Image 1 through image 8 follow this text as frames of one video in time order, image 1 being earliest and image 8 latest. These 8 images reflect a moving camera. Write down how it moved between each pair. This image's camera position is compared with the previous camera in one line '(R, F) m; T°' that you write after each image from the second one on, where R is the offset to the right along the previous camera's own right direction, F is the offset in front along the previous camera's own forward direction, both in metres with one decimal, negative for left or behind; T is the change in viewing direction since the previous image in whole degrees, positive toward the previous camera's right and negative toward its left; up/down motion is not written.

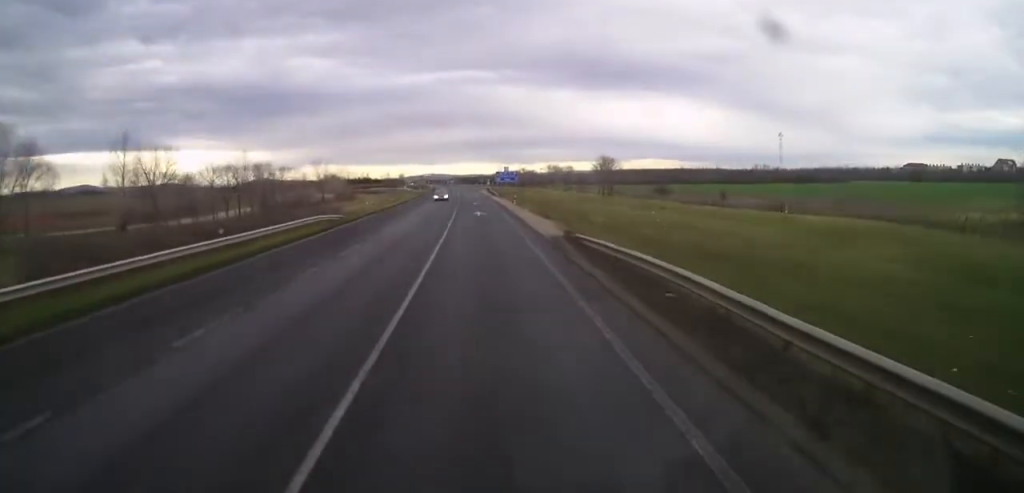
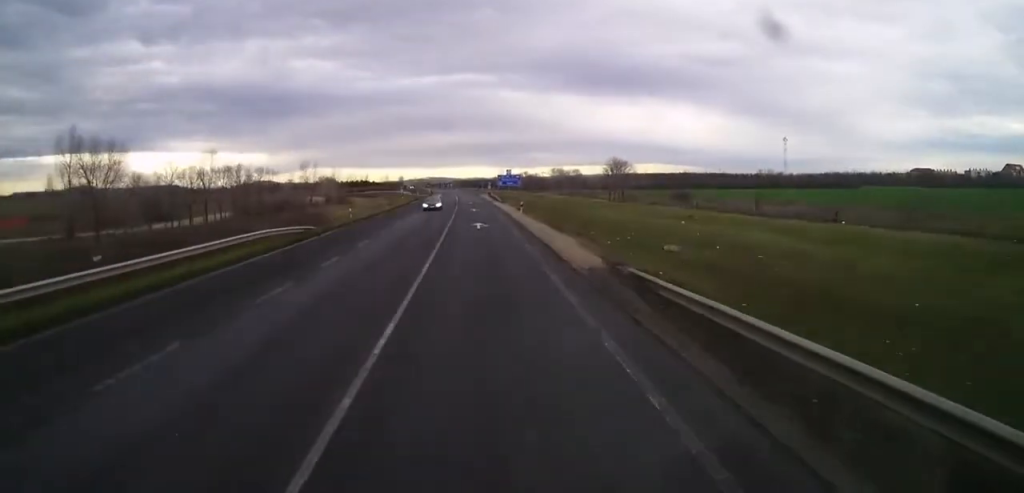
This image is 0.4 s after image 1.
(-0.1, +9.7) m; +1°
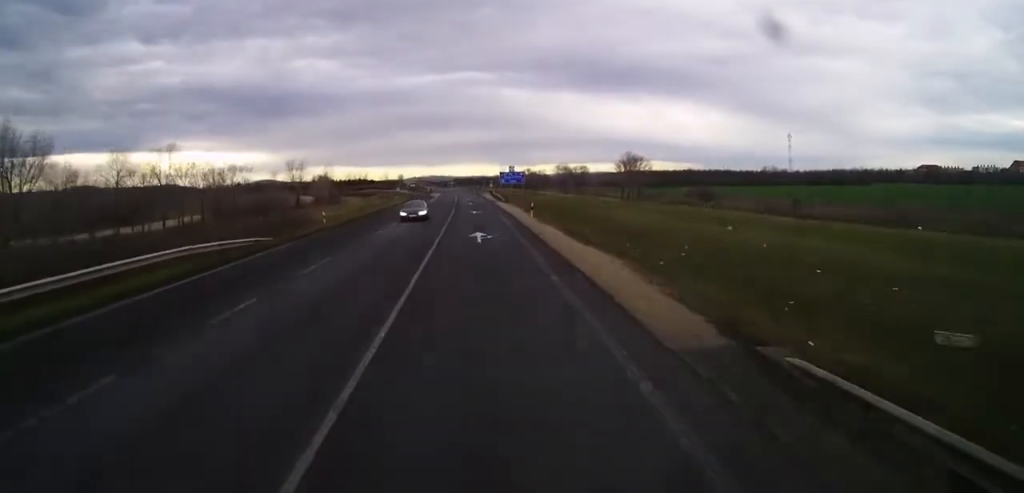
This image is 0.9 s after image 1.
(-0.3, +9.7) m; +1°
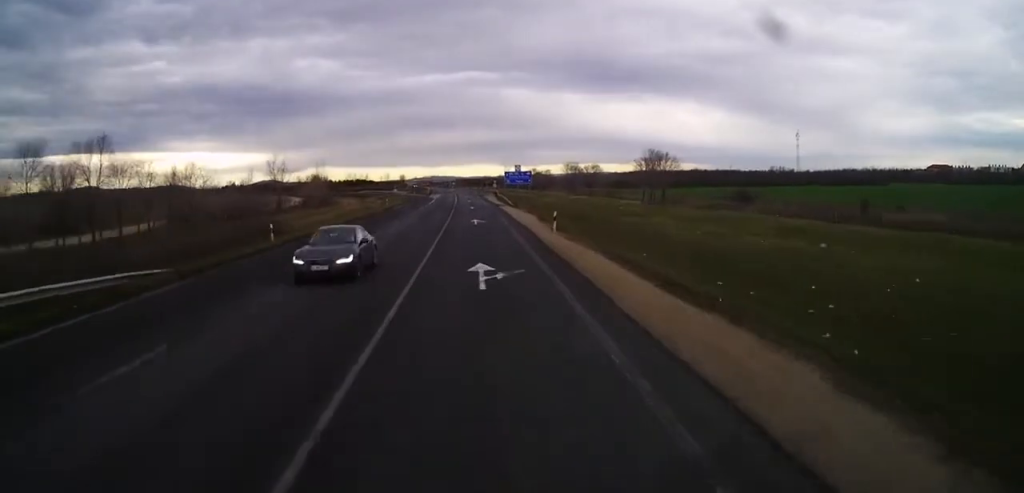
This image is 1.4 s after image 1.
(+0.4, +11.7) m; -1°
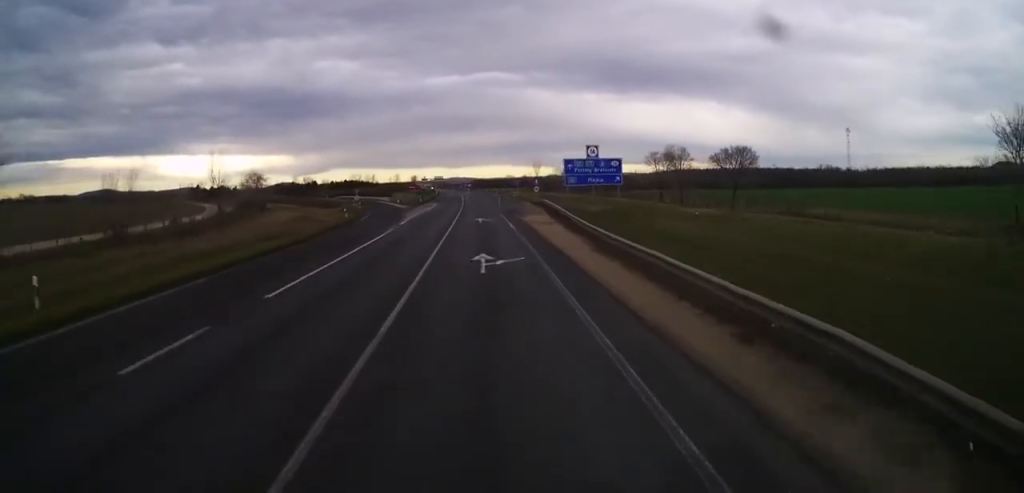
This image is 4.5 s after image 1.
(-5.4, +68.2) m; -4°
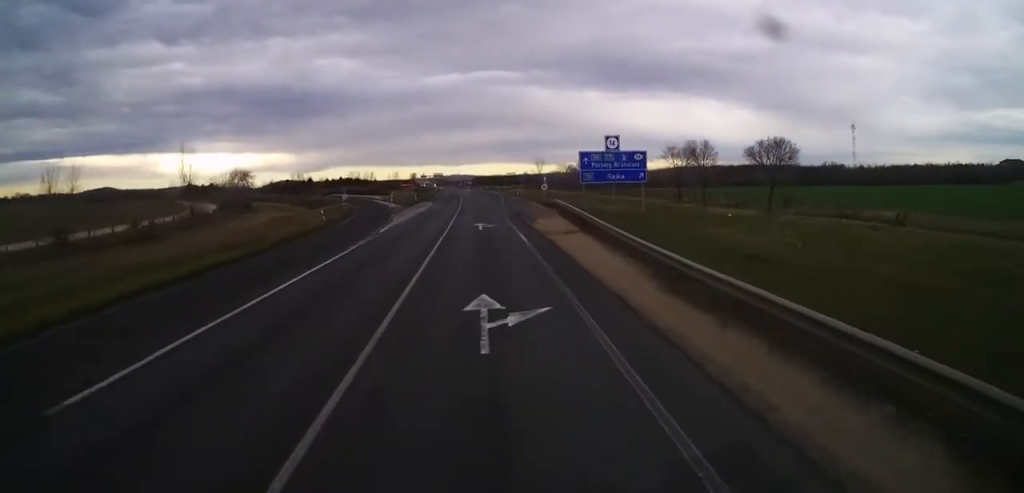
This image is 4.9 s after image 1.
(+0.2, +8.9) m; 0°
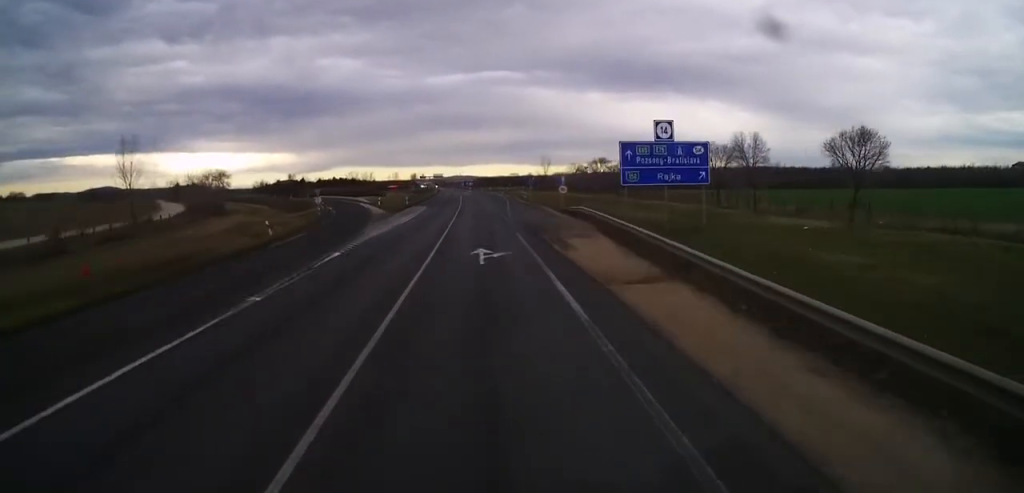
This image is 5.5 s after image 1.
(-0.3, +14.1) m; -1°
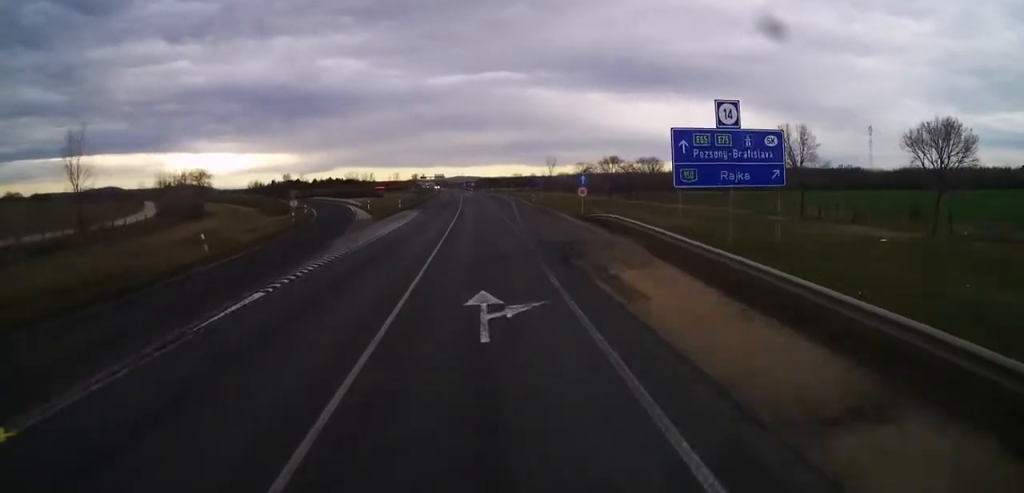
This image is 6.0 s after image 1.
(-0.2, +9.6) m; 0°
